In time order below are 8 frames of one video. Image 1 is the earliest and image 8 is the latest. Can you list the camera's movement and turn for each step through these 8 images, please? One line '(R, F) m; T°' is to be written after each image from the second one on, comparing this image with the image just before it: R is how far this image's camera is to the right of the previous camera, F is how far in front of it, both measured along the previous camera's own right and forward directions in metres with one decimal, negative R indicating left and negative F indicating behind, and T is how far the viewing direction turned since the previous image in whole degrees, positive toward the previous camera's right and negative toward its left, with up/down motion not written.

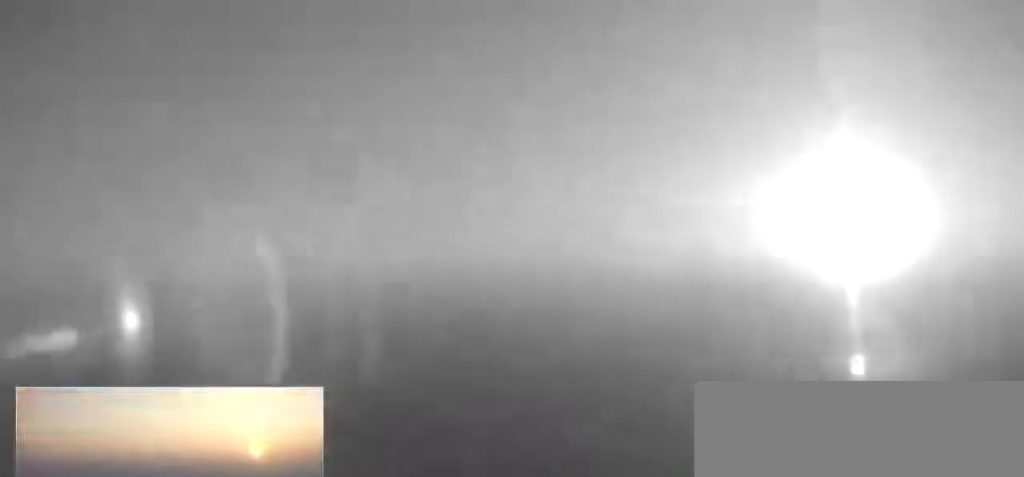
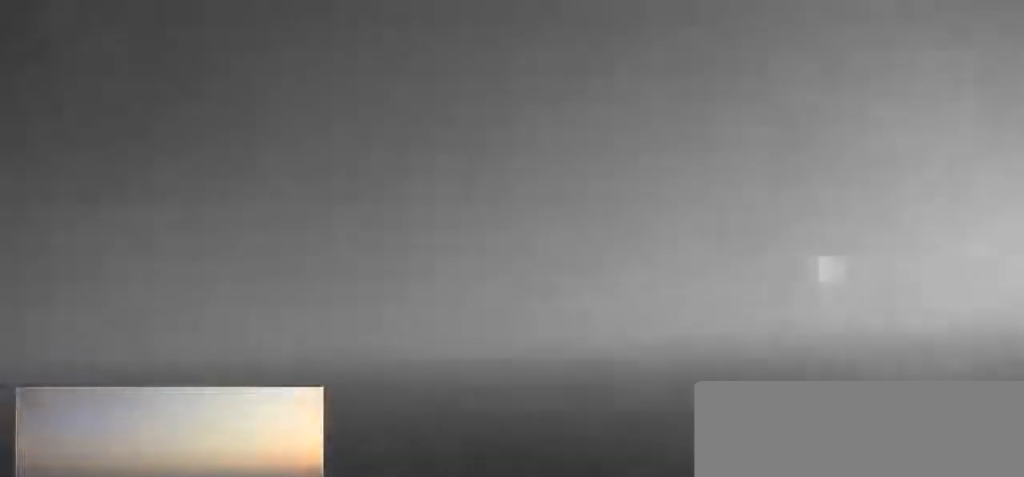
(+0.3, +3.4) m; +5°
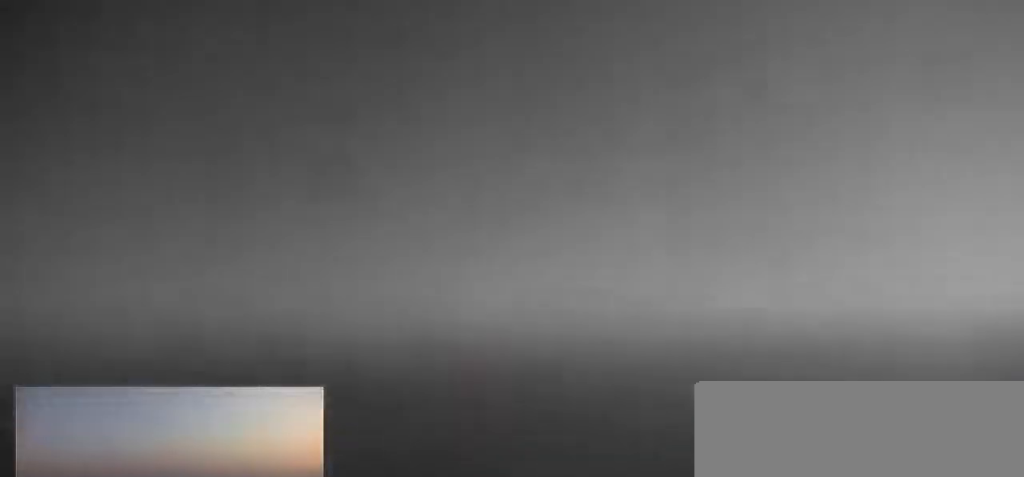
(+0.5, +6.7) m; +1°
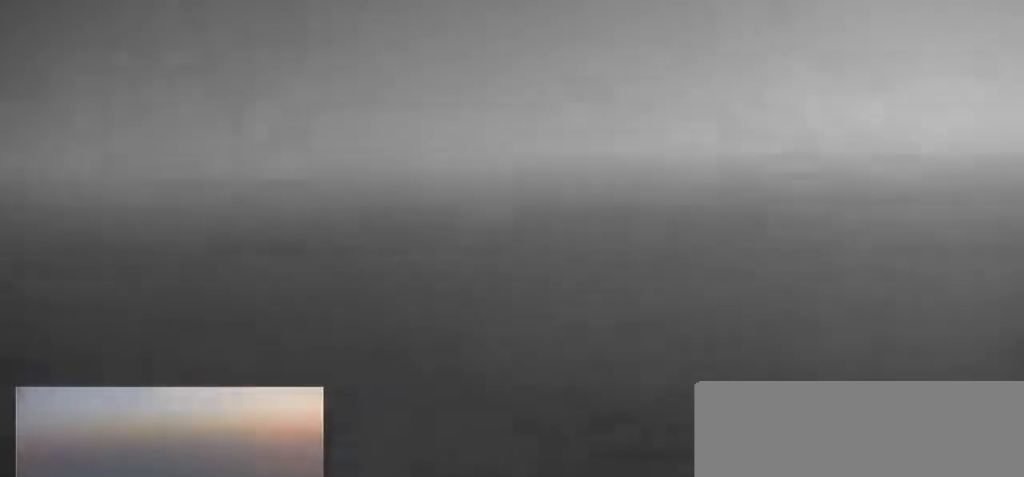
(-0.3, +5.6) m; -2°
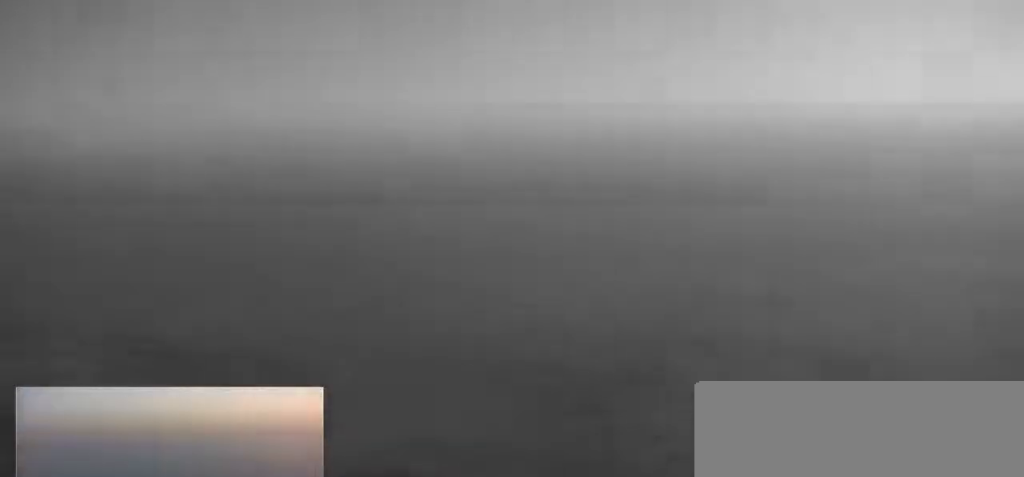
(+0.1, +3.3) m; 0°
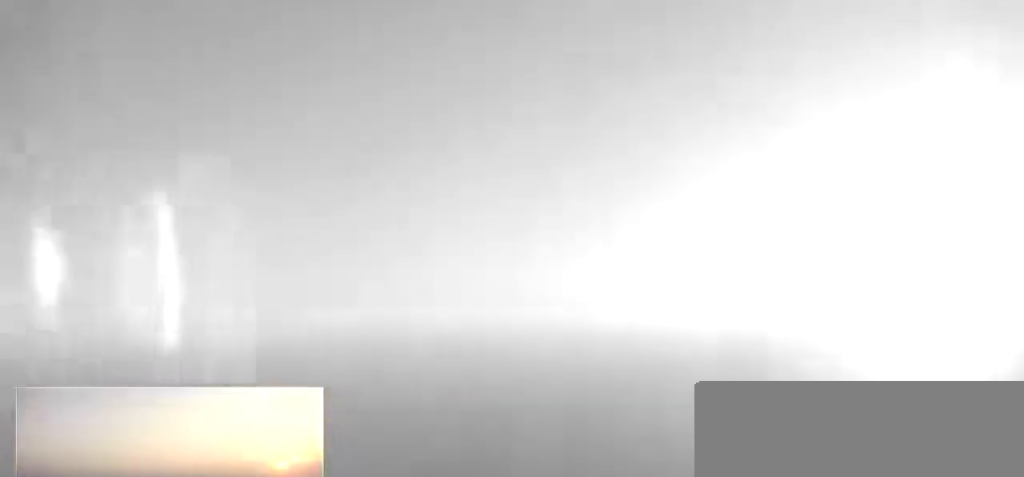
(-2.1, +13.1) m; +12°
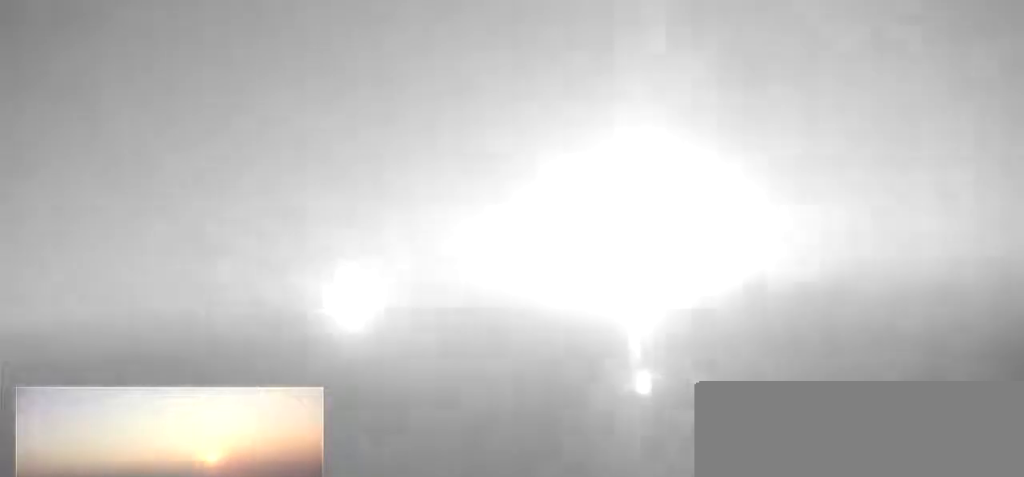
(+1.5, +4.8) m; +23°
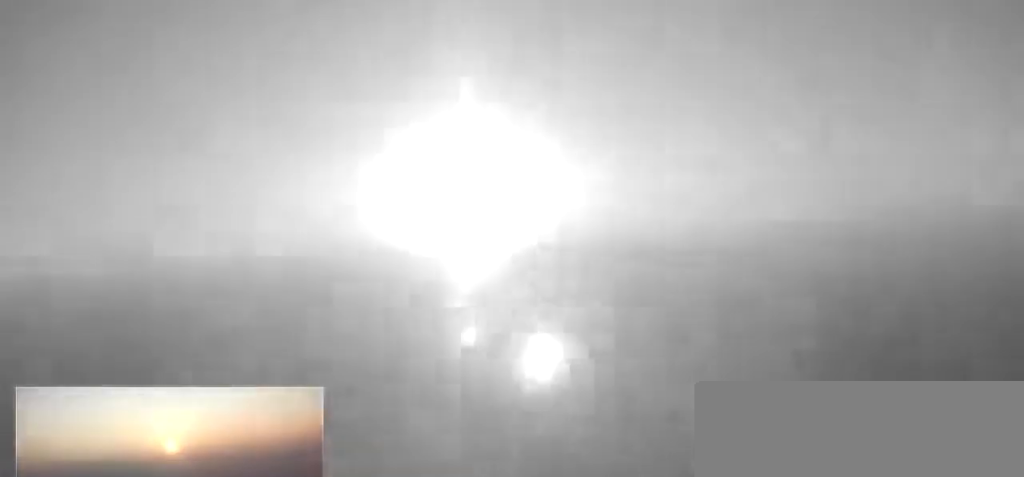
(+0.5, +5.1) m; +19°
